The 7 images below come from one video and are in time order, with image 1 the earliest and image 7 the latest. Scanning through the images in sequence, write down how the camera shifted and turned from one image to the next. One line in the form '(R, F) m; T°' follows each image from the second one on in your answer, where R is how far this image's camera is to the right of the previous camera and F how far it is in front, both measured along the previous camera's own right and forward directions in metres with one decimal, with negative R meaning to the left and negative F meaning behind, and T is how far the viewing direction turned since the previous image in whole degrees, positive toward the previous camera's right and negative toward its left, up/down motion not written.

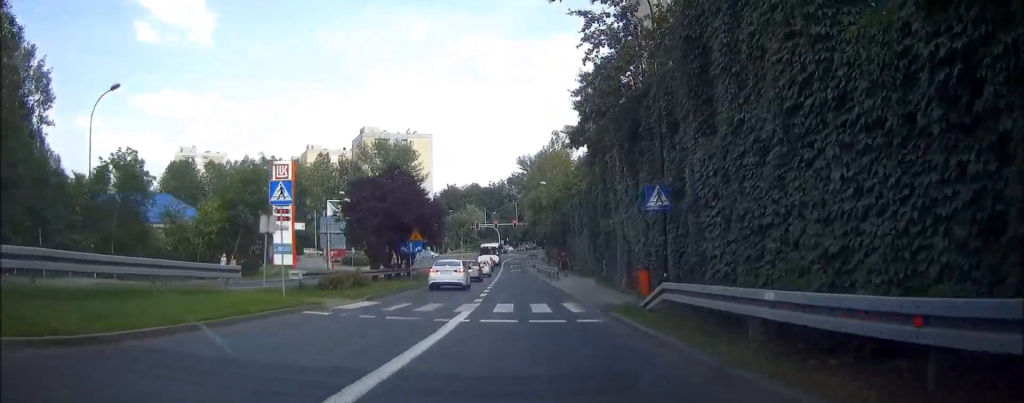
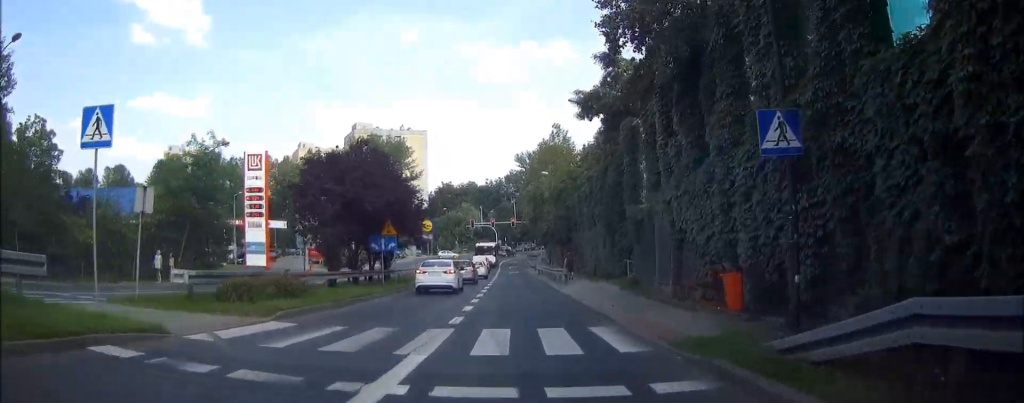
(+0.1, +7.9) m; 0°
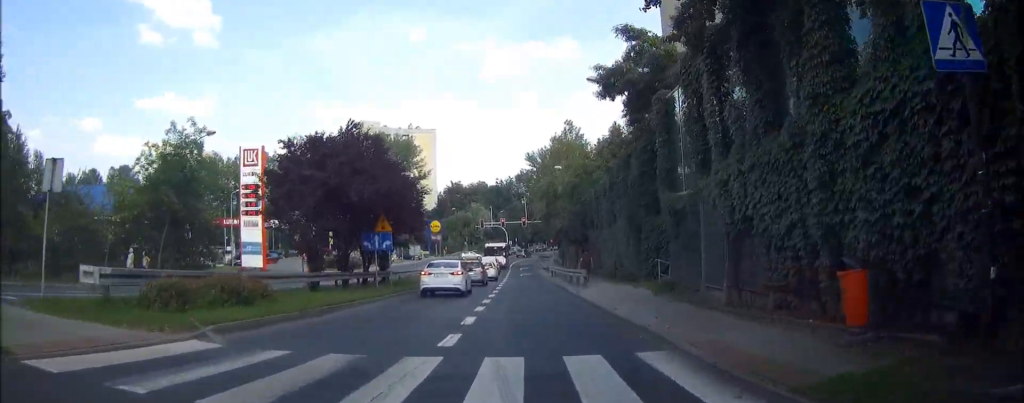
(-0.1, +3.9) m; 0°
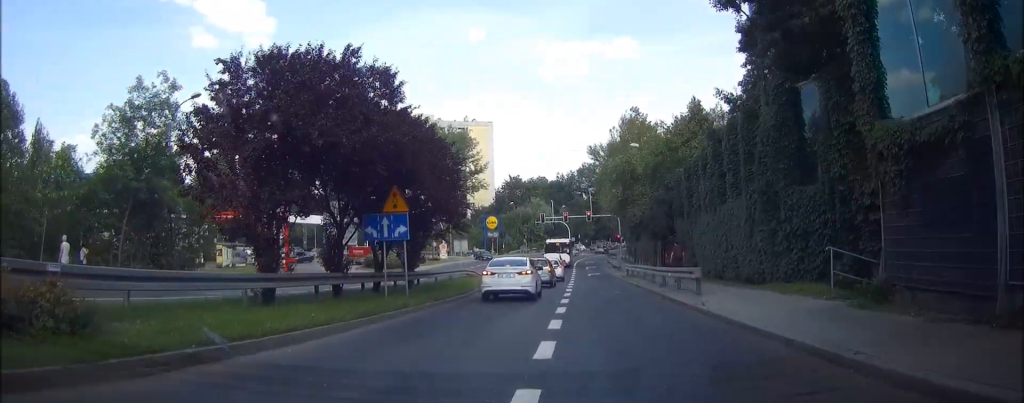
(+0.1, +9.8) m; 0°
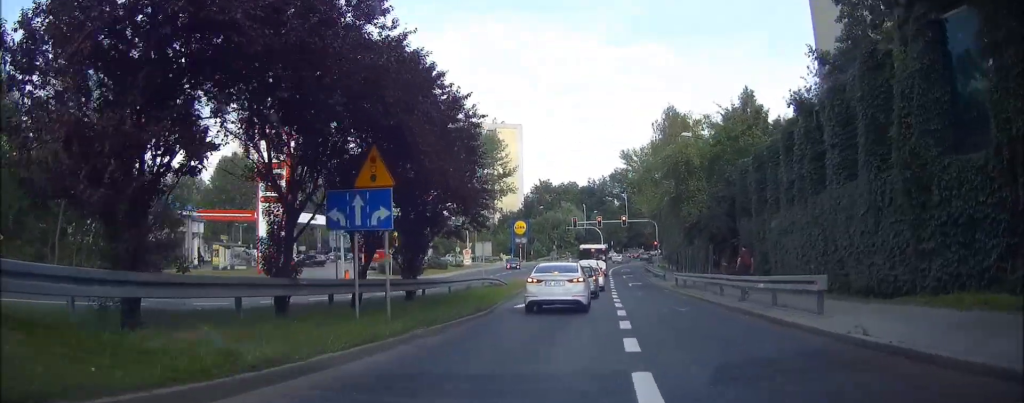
(-0.2, +6.7) m; -2°
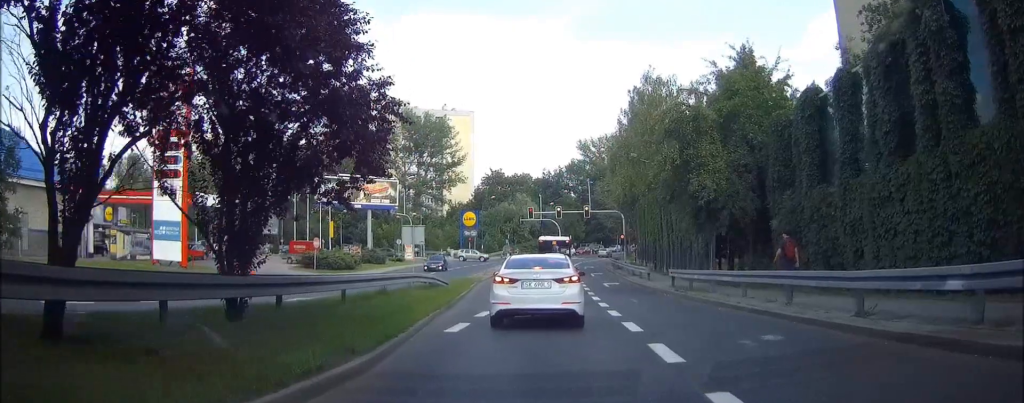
(-0.1, +9.4) m; -1°
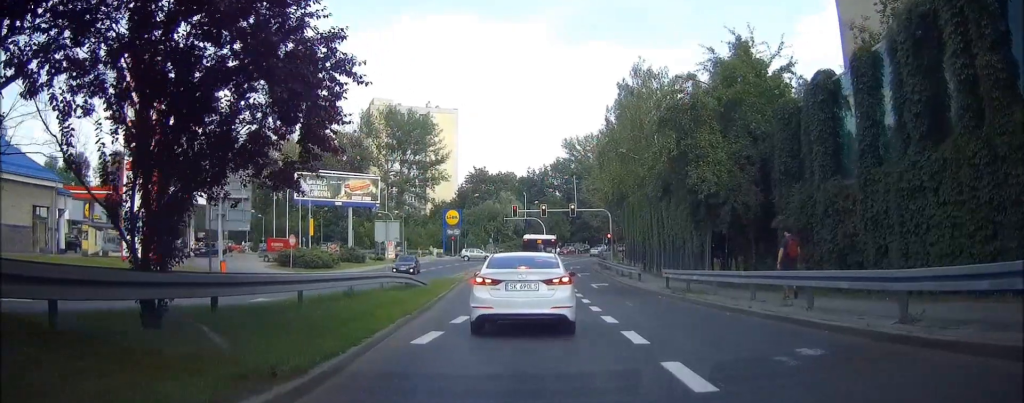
(0.0, +1.9) m; +1°
